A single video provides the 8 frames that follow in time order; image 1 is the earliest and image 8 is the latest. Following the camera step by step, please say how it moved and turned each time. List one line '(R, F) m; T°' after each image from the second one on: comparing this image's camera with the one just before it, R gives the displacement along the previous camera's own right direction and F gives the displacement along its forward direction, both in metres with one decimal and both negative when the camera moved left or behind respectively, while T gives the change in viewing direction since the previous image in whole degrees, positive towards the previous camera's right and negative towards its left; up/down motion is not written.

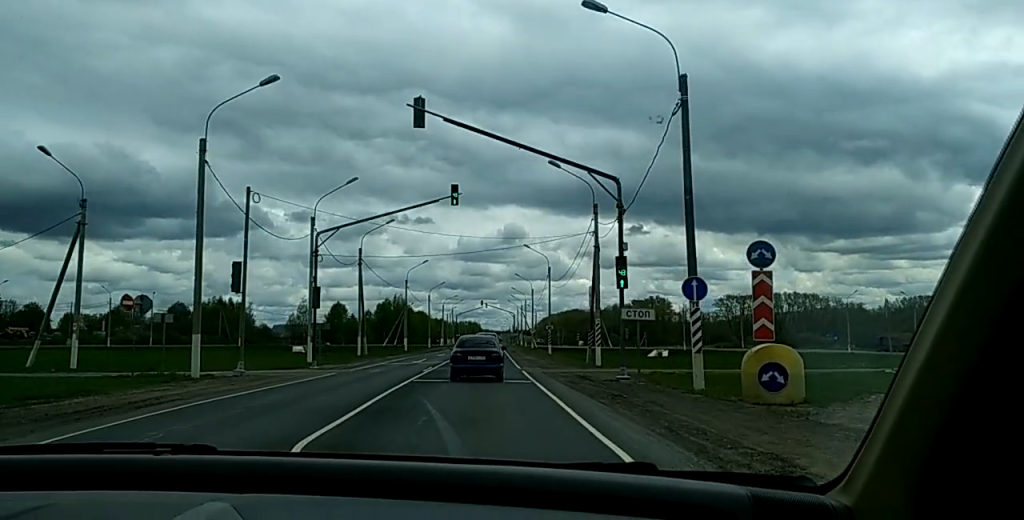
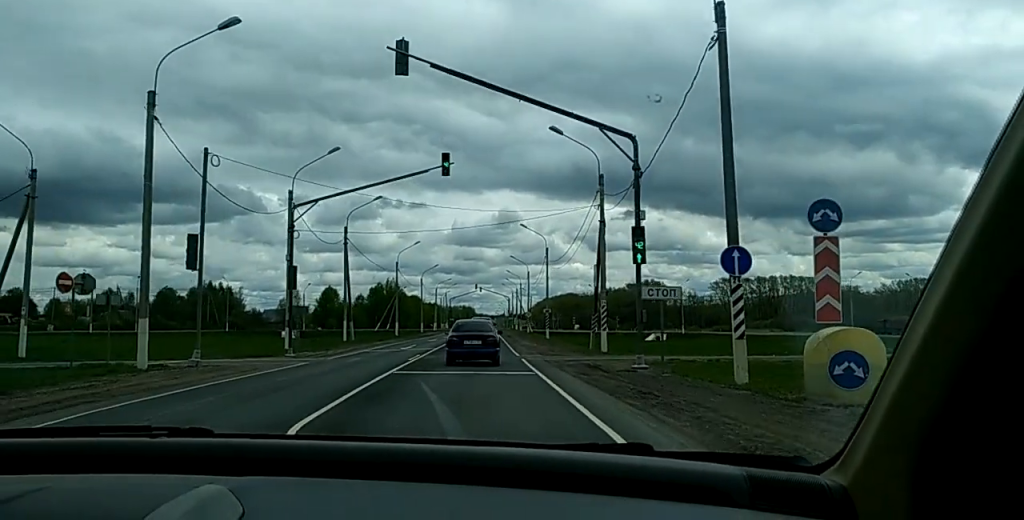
(+0.1, +3.9) m; +2°
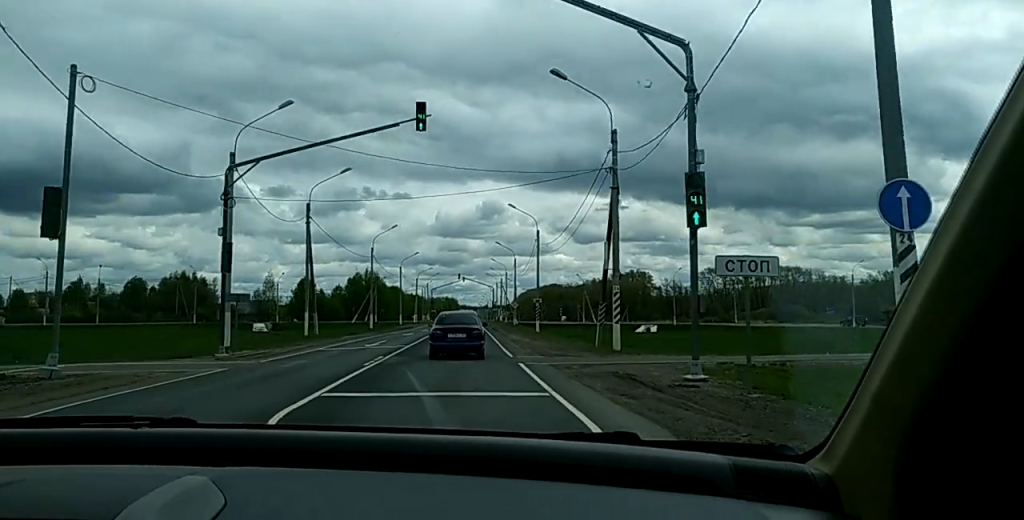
(0.0, +6.6) m; 0°
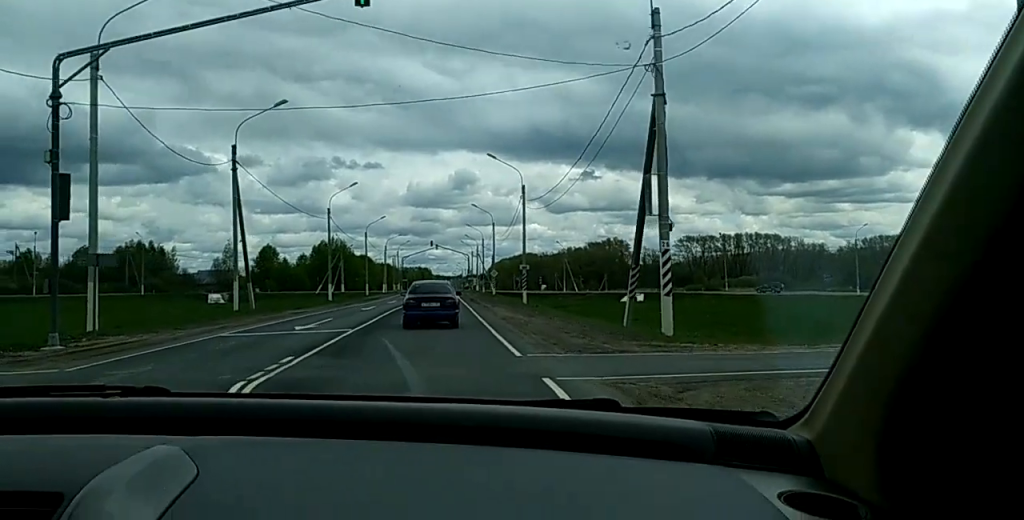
(0.0, +9.4) m; +1°
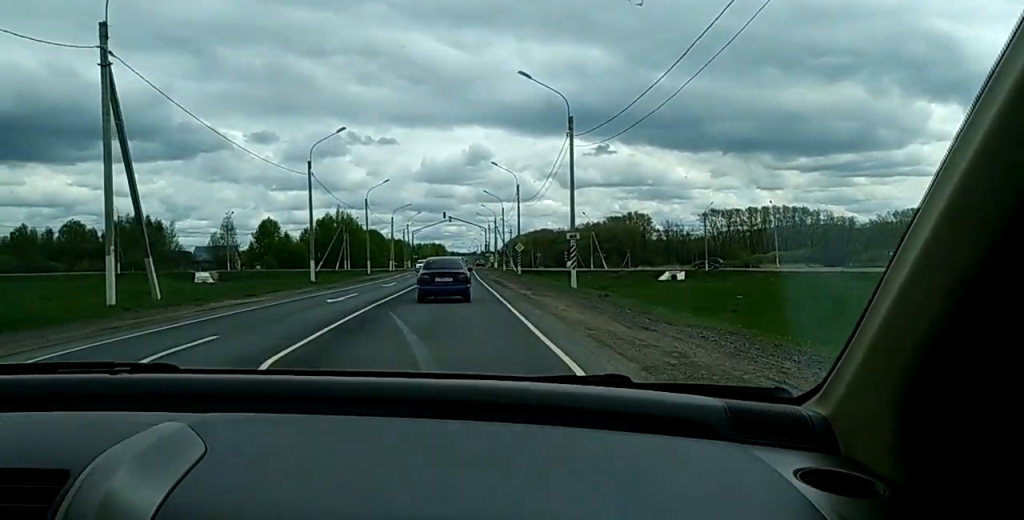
(+0.1, +17.9) m; -1°
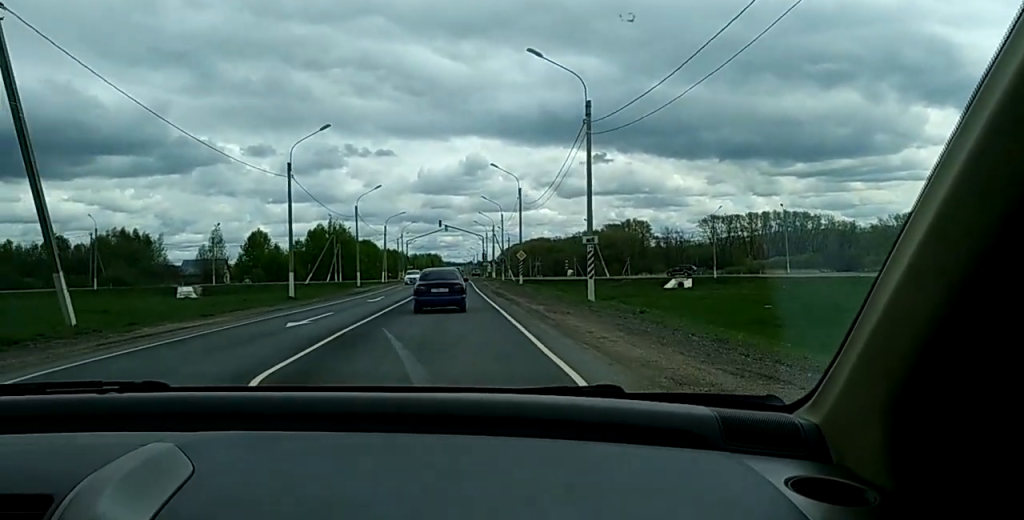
(-0.1, +6.9) m; -1°
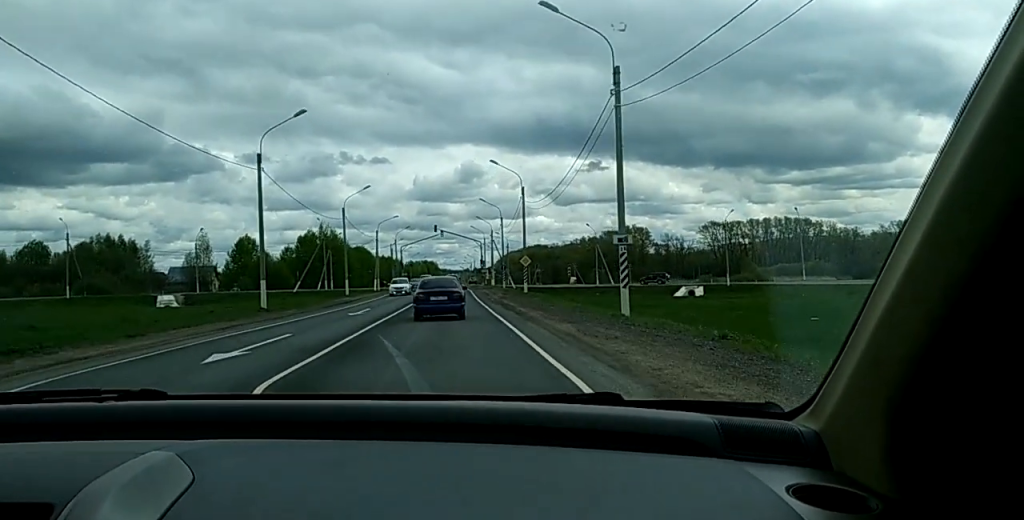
(+0.1, +8.2) m; 0°
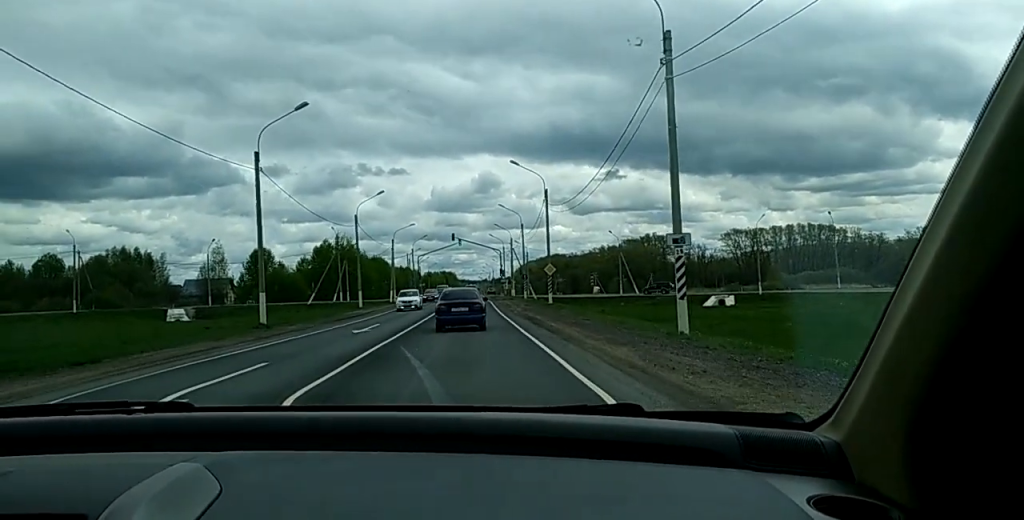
(-0.1, +5.2) m; 0°
